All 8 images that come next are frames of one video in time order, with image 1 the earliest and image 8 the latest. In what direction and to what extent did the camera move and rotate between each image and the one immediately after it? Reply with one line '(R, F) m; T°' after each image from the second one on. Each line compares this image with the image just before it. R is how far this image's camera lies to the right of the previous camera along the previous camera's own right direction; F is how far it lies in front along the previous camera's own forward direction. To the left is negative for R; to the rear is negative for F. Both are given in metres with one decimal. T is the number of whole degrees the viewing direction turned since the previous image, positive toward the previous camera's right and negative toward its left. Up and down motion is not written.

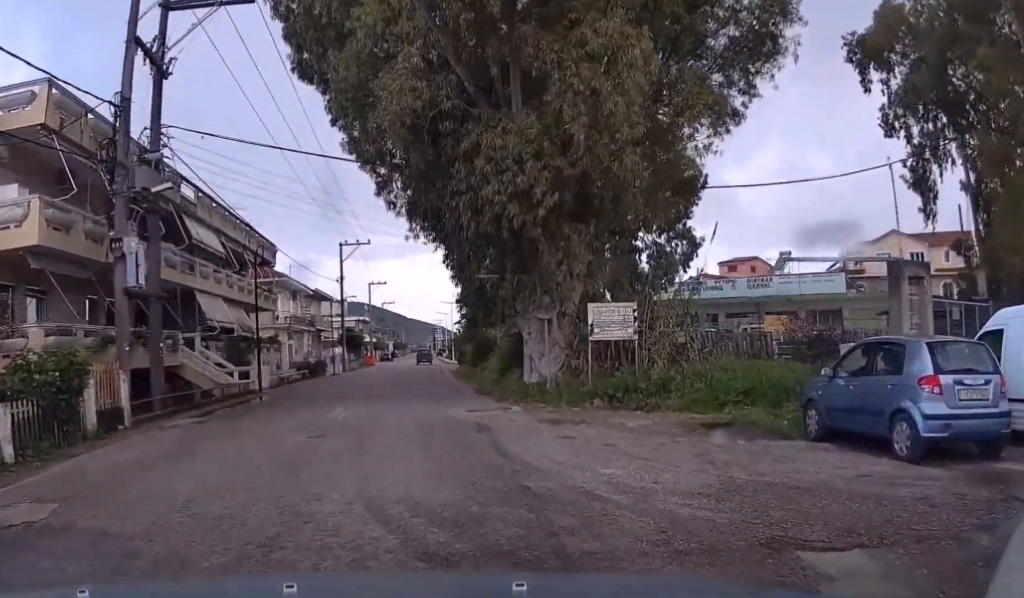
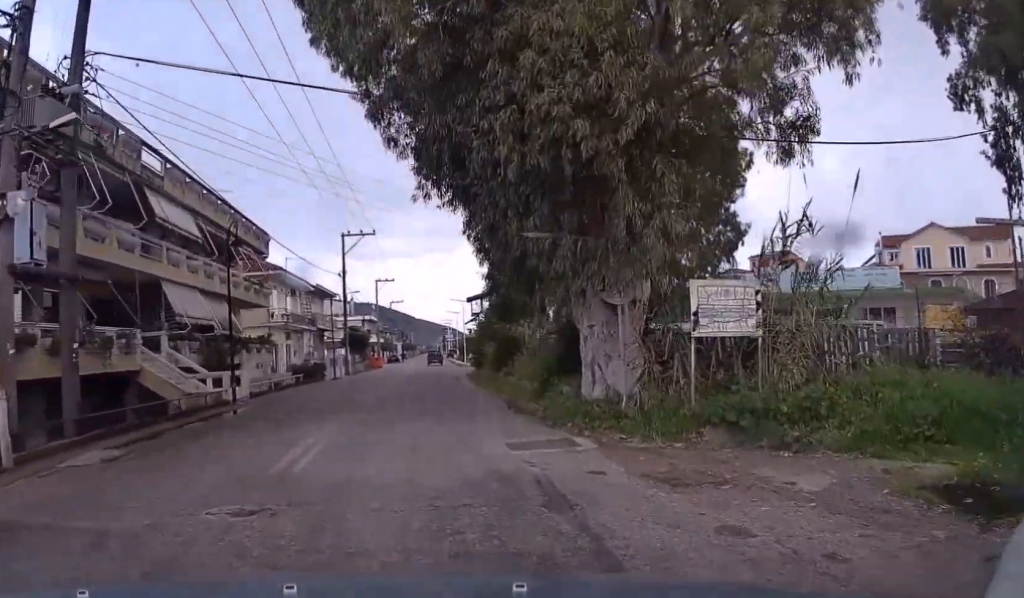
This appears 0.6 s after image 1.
(0.0, +5.1) m; 0°
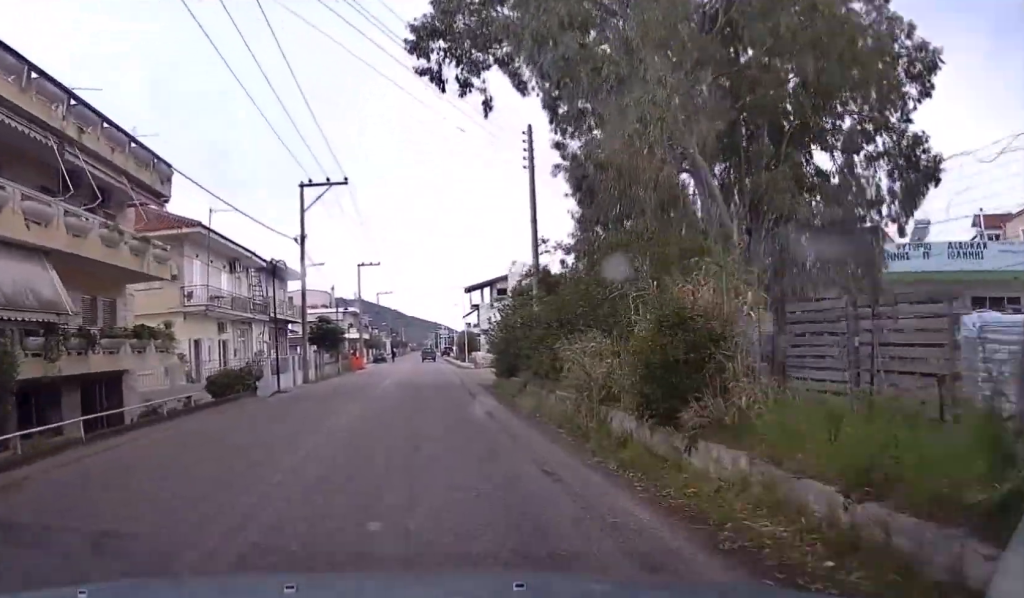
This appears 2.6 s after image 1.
(-0.1, +16.4) m; -1°
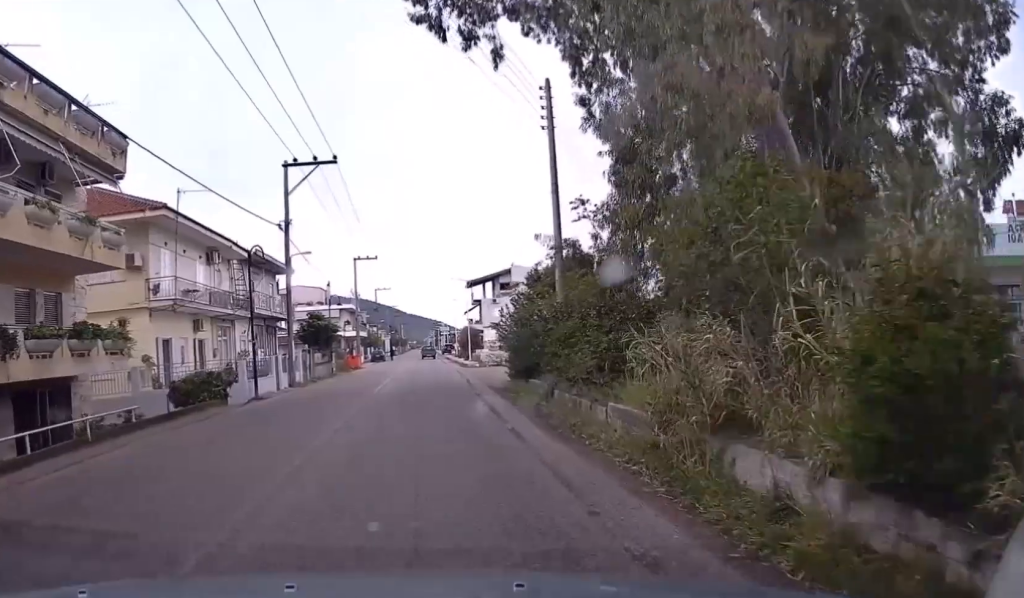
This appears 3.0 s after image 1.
(0.0, +3.9) m; 0°
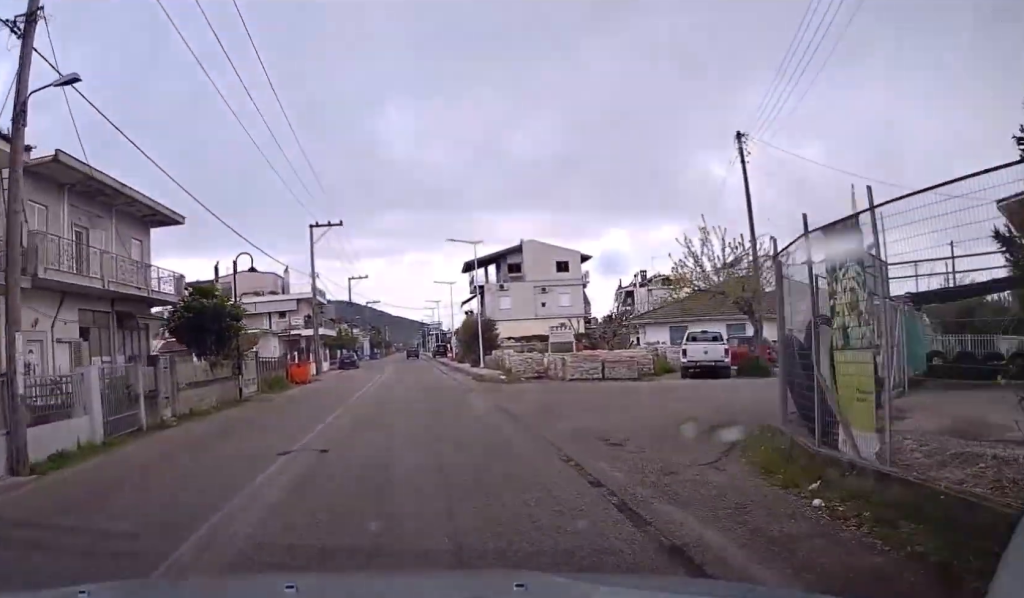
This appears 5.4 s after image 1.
(+0.1, +23.4) m; +2°
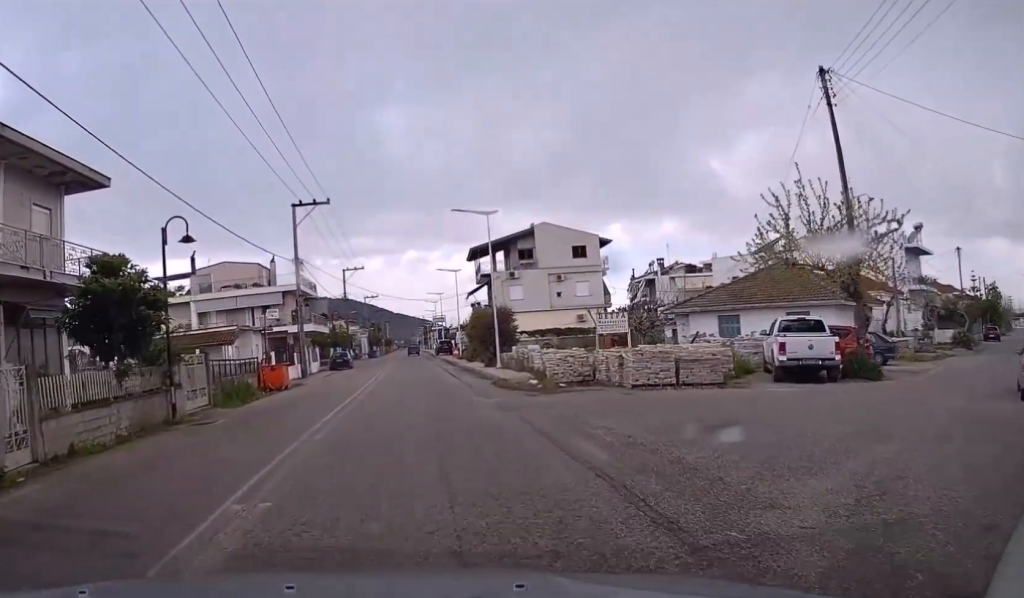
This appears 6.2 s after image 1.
(+0.2, +7.8) m; 0°
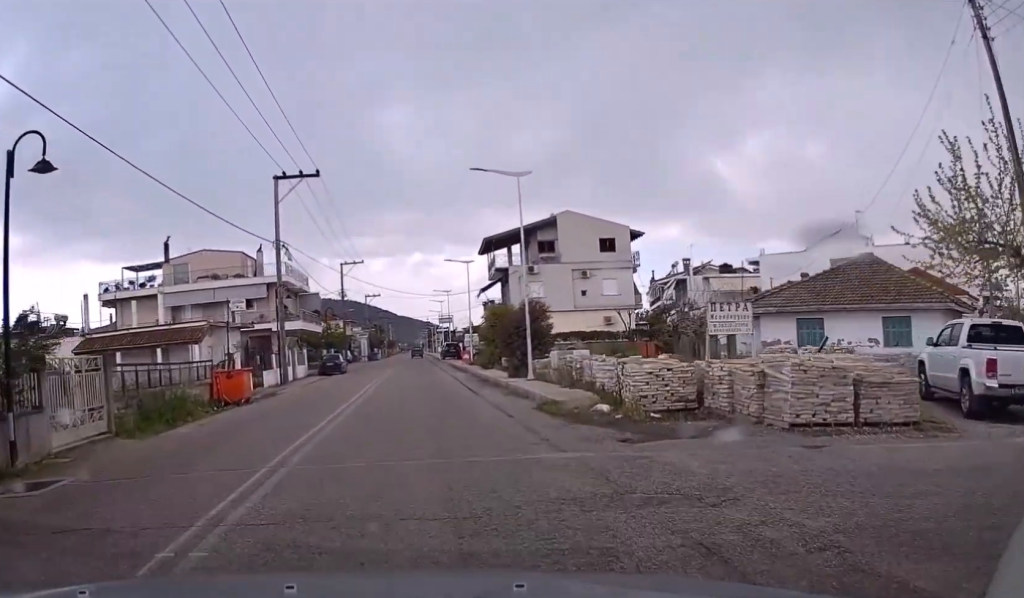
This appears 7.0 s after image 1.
(-0.2, +8.4) m; -1°
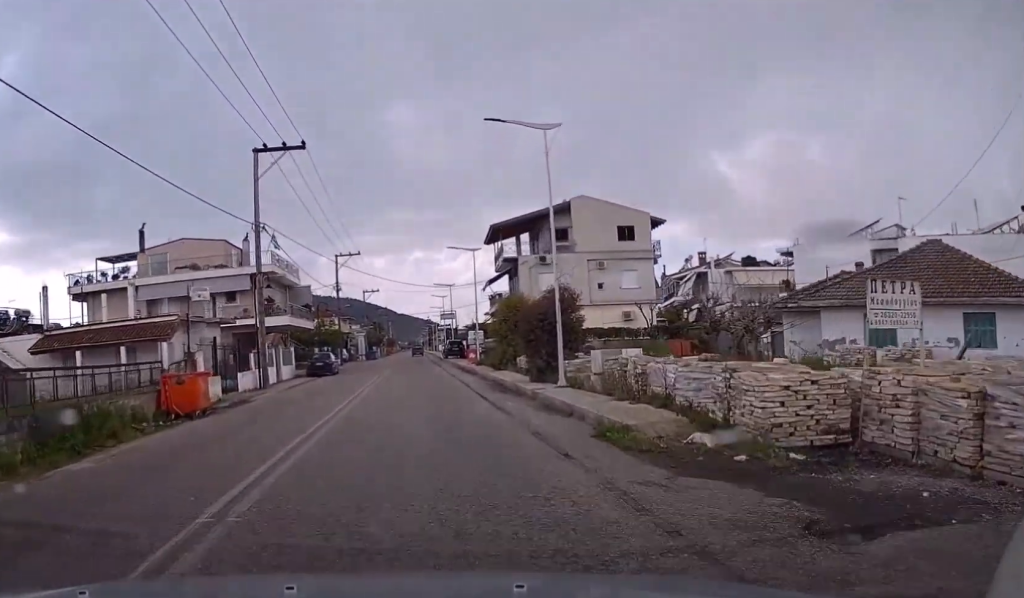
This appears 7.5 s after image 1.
(-0.1, +5.3) m; -1°
